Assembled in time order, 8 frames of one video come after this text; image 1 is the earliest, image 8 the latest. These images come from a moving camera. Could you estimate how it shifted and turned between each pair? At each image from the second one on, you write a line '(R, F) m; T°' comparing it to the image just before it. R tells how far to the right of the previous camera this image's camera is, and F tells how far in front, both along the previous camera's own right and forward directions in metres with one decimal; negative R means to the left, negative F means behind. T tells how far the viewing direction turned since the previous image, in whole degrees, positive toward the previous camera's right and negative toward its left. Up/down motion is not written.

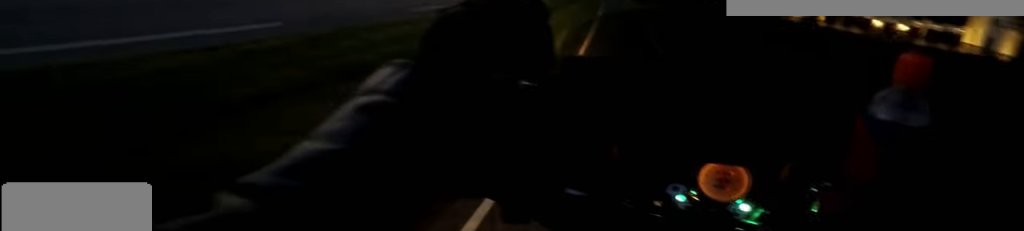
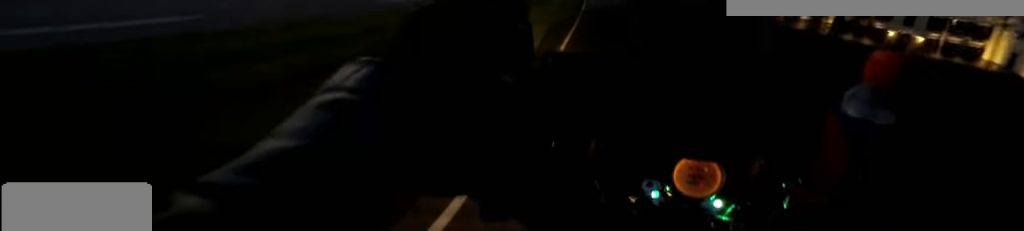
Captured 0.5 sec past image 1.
(-0.2, +6.8) m; -2°
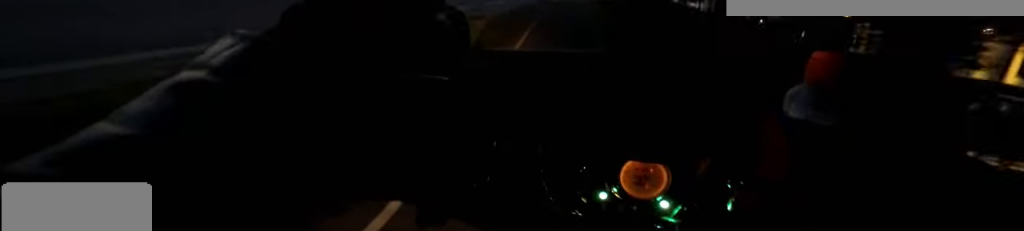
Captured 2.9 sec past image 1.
(+0.1, +28.5) m; +1°
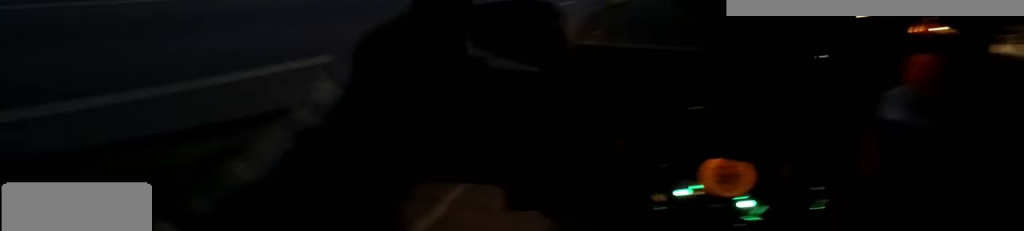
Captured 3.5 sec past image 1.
(+0.1, +6.8) m; 0°
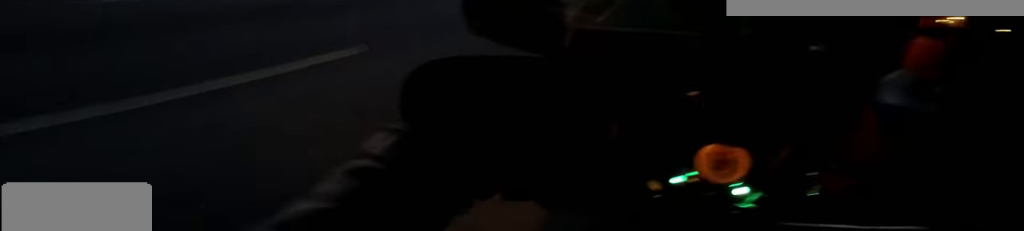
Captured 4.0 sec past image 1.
(-0.1, +5.8) m; -1°
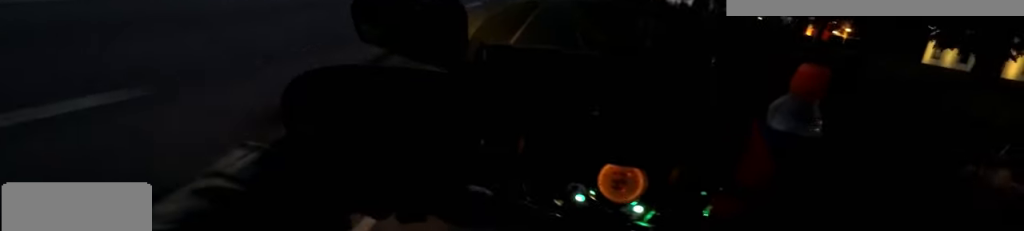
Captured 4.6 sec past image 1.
(-0.1, +7.2) m; 0°
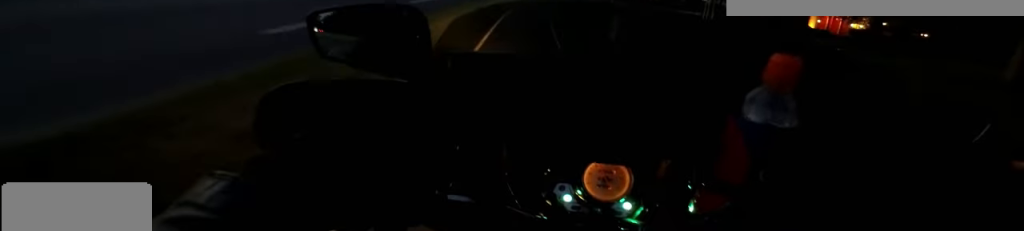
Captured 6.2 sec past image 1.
(+1.5, +18.3) m; +5°
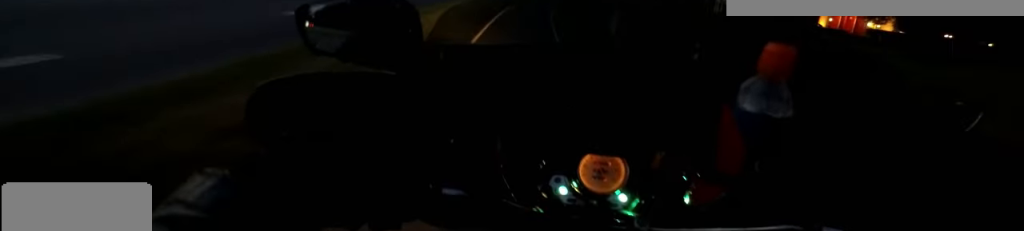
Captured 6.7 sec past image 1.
(+0.1, +5.1) m; 0°
